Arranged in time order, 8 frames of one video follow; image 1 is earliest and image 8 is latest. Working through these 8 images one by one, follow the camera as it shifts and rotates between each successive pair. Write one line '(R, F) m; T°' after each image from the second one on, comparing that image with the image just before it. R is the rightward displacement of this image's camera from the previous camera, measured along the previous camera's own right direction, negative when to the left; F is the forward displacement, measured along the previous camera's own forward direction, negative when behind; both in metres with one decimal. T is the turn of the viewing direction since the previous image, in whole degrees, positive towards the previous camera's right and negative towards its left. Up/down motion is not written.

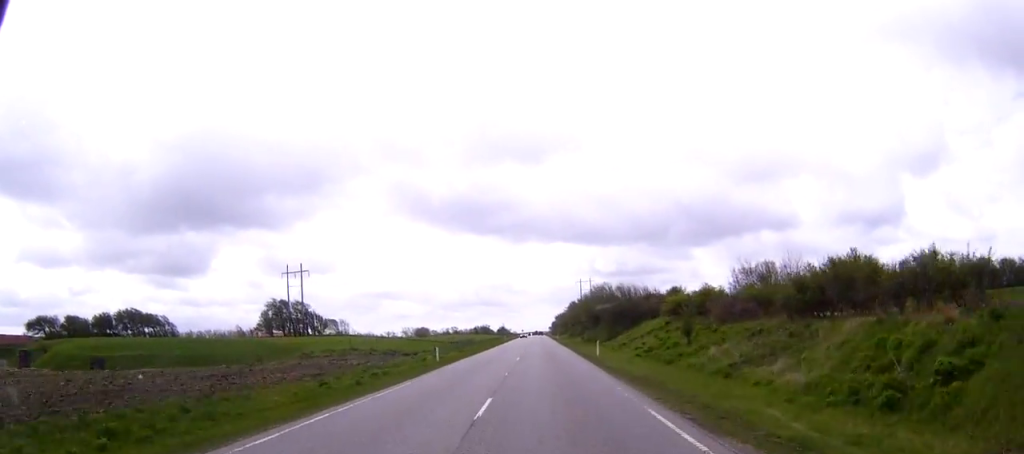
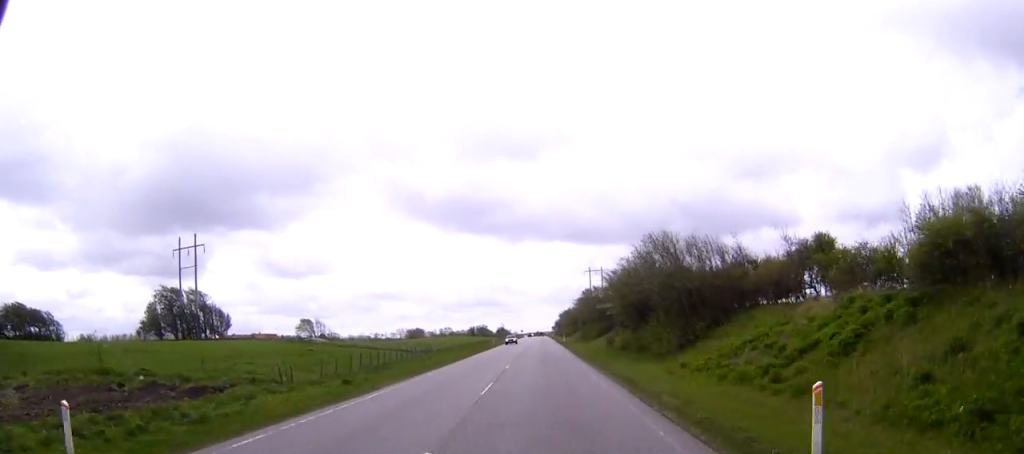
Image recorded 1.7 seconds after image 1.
(+0.1, +38.5) m; 0°
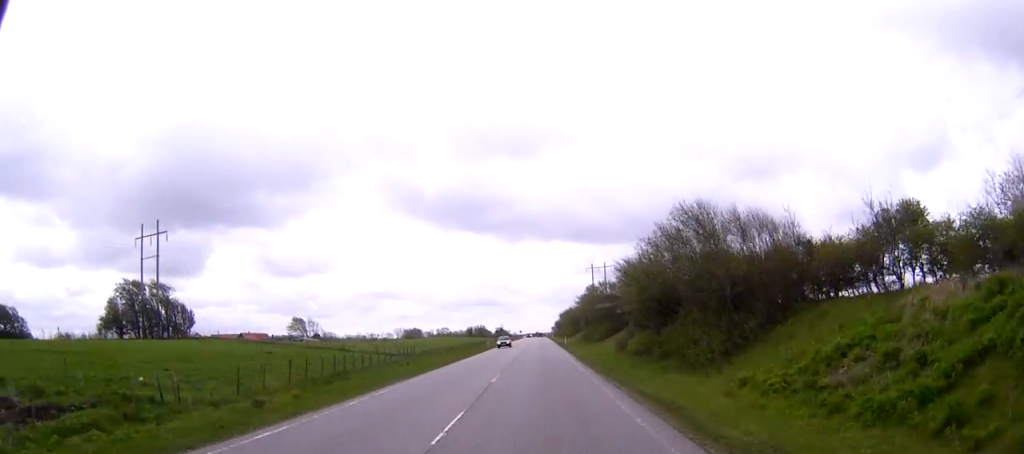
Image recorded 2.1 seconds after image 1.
(0.0, +9.1) m; 0°
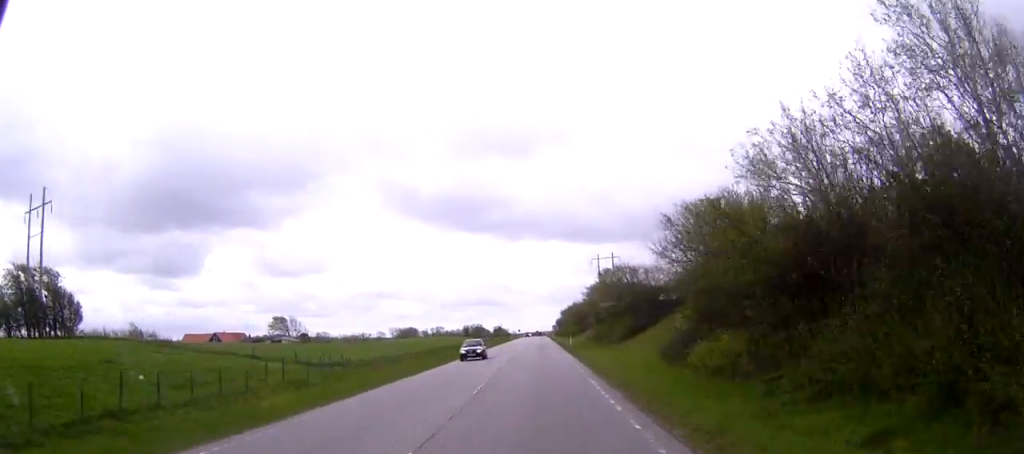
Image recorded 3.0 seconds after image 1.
(0.0, +20.5) m; 0°
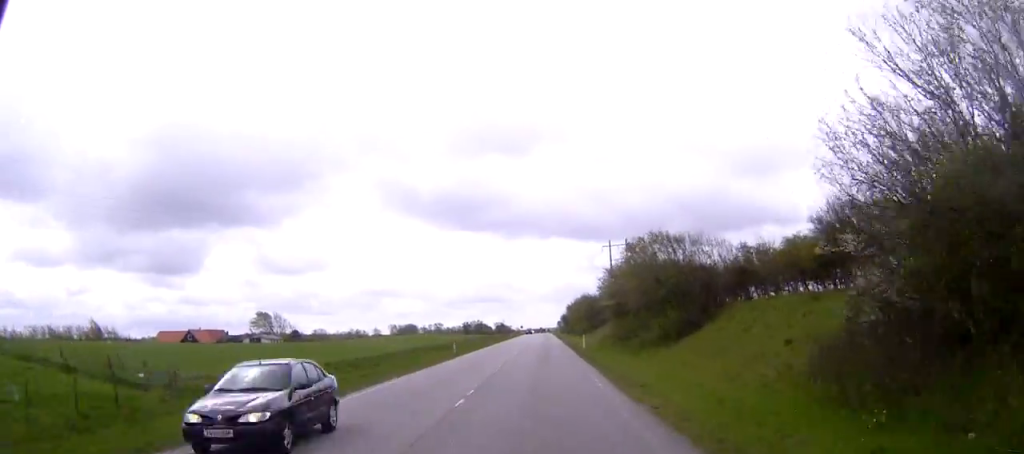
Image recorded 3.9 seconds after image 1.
(0.0, +19.8) m; 0°
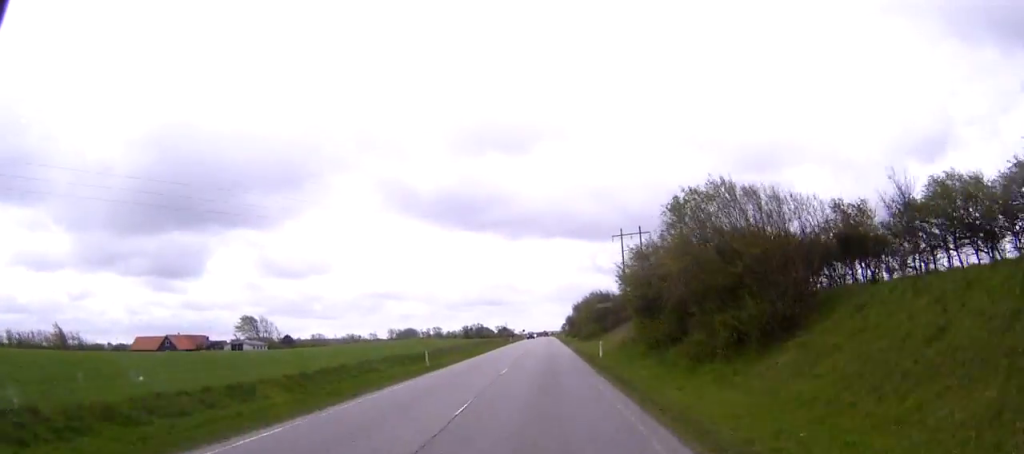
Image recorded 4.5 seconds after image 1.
(-0.1, +15.2) m; 0°
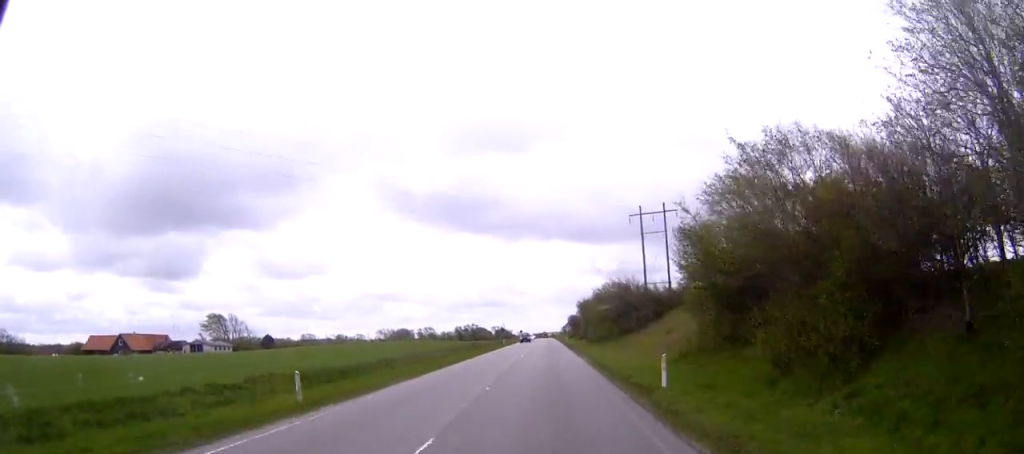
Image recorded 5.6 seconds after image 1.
(-0.1, +23.5) m; 0°
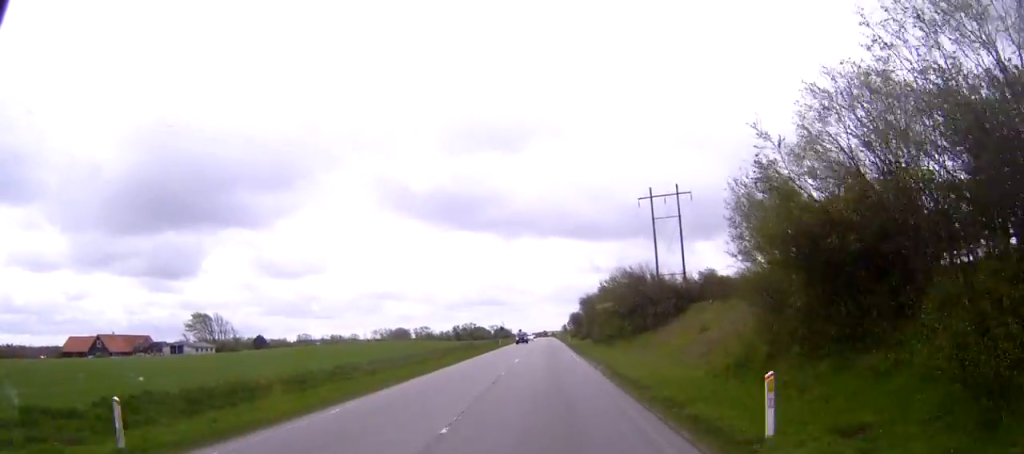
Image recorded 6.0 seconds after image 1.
(0.0, +9.9) m; 0°
